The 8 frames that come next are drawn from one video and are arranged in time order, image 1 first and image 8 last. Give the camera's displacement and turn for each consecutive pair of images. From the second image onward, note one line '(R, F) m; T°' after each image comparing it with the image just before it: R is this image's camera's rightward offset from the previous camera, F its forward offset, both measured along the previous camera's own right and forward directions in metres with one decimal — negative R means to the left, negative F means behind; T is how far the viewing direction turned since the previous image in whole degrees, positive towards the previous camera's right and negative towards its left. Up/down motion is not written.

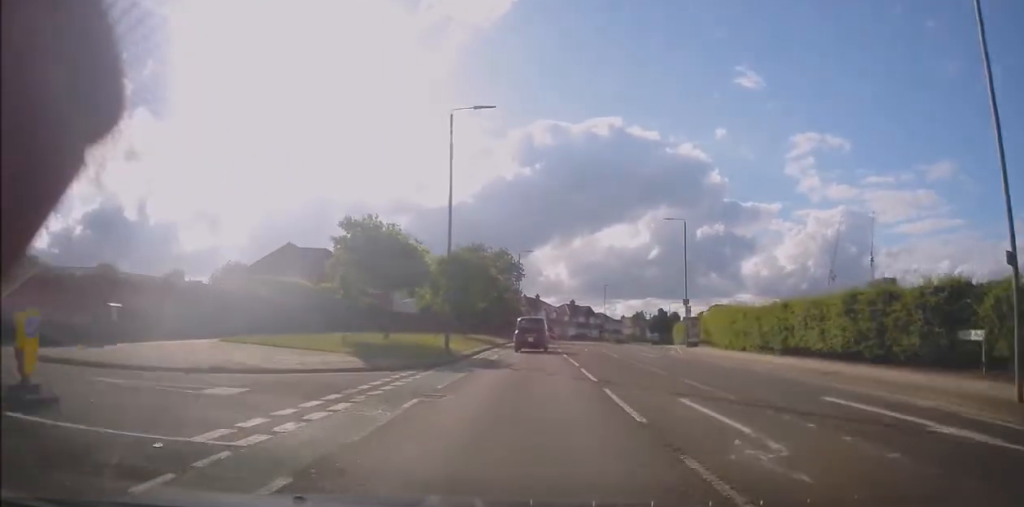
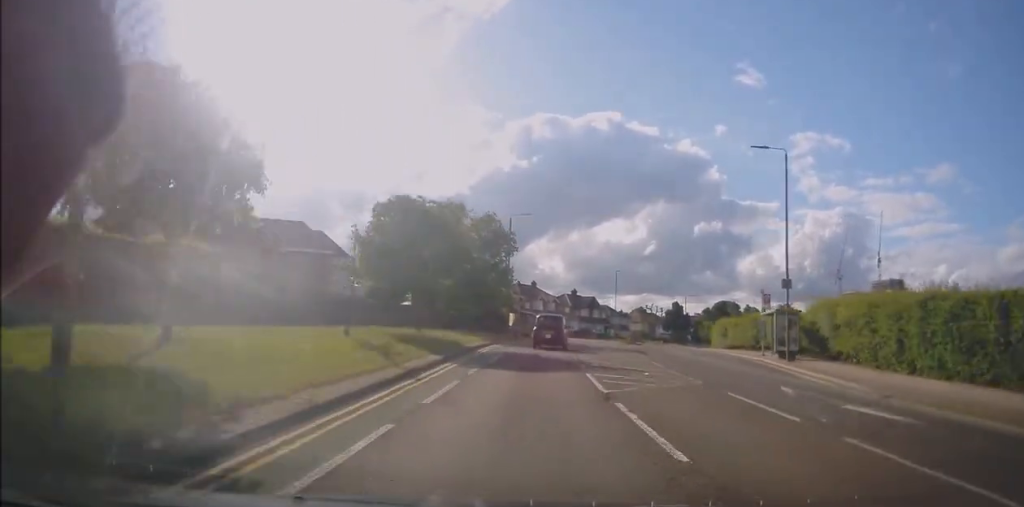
(-0.5, +19.6) m; 0°
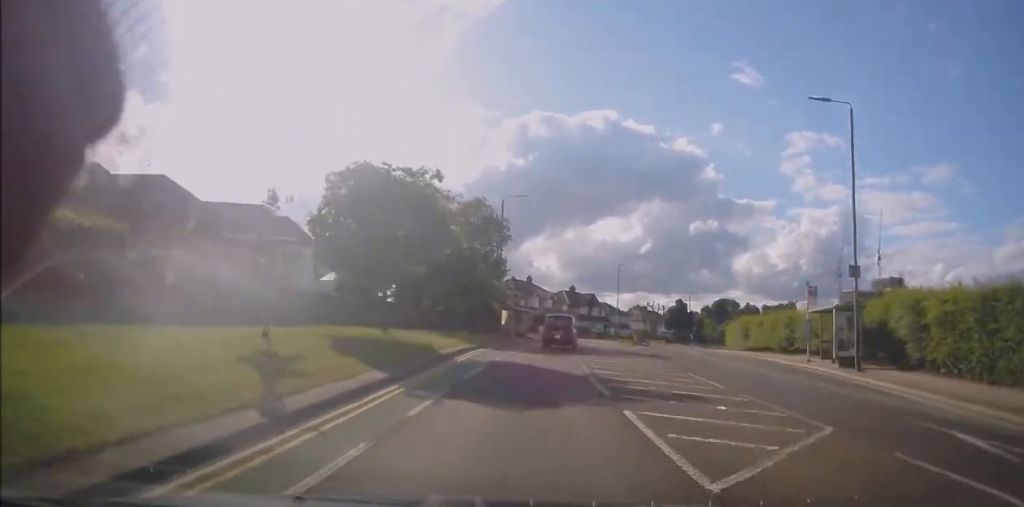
(0.0, +6.7) m; +1°
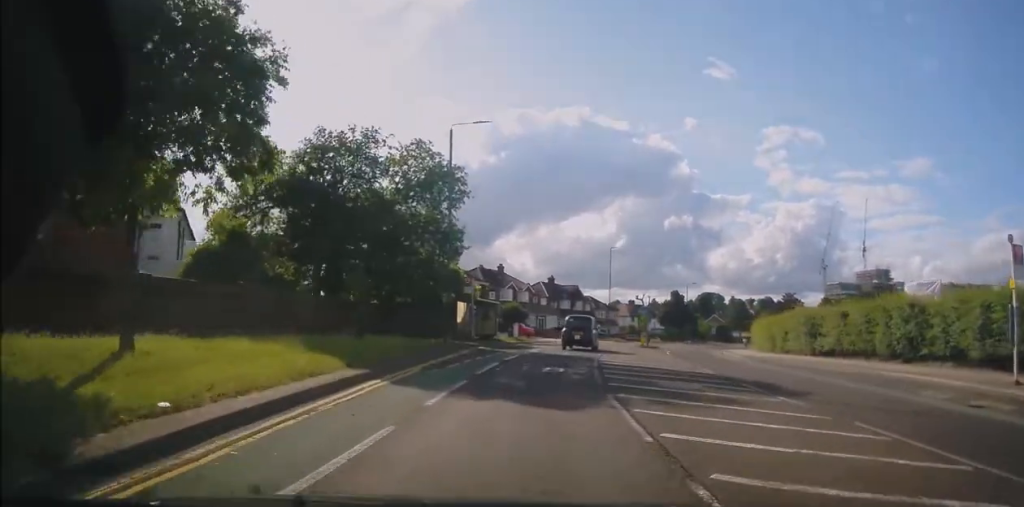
(+0.5, +15.9) m; +2°
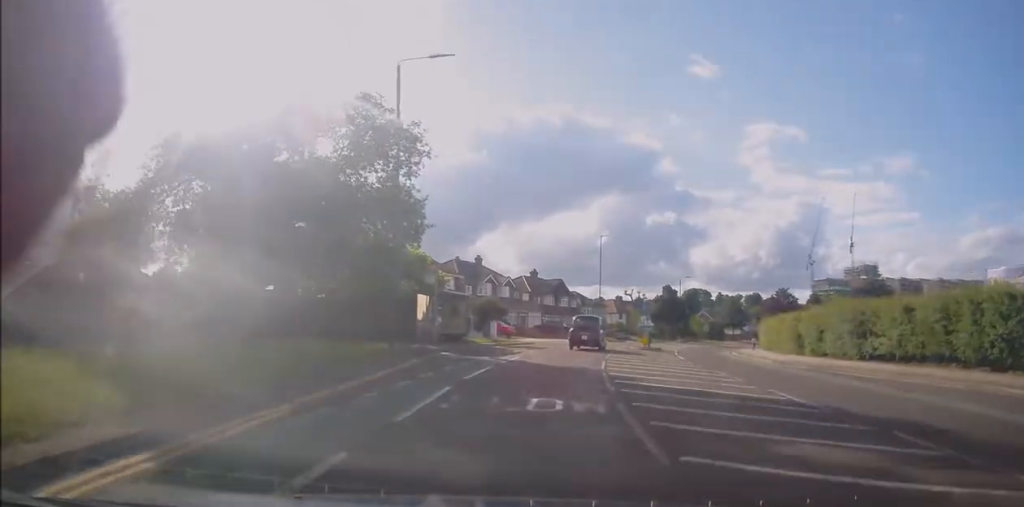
(0.0, +7.2) m; +1°
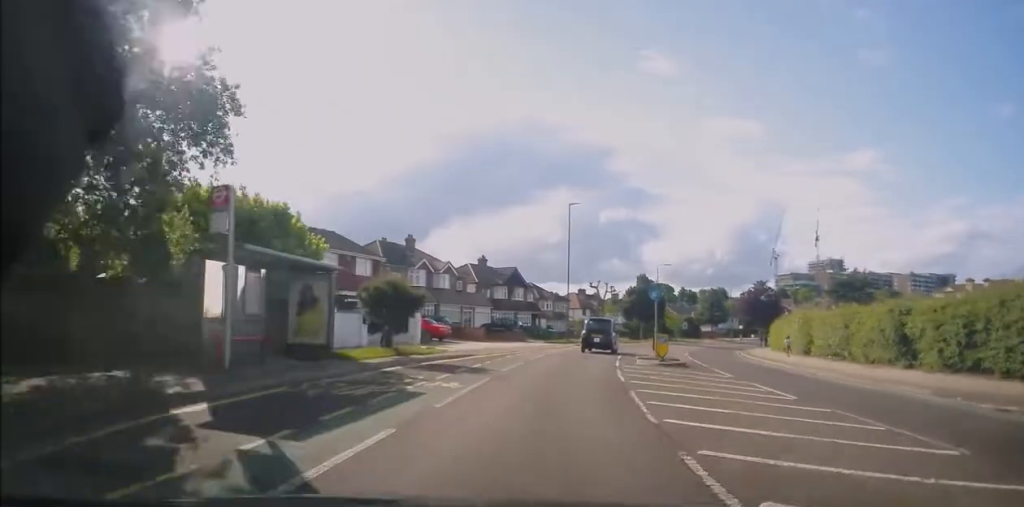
(+0.3, +15.4) m; +4°
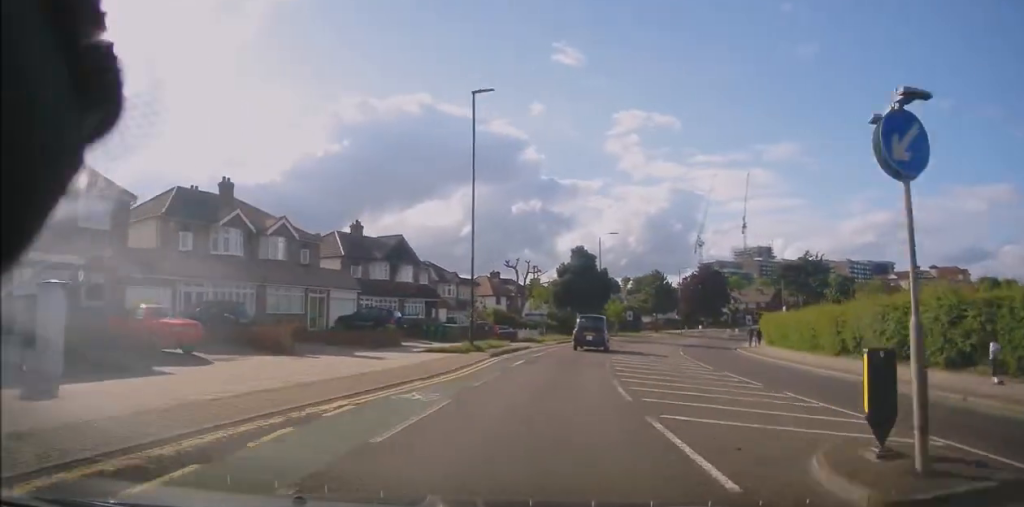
(+1.8, +21.4) m; +10°
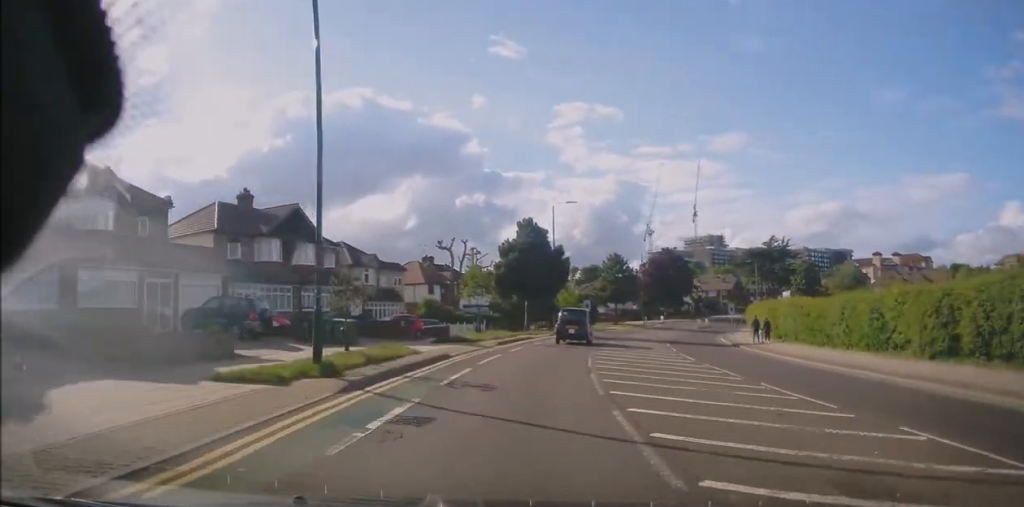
(+0.4, +11.9) m; +4°
